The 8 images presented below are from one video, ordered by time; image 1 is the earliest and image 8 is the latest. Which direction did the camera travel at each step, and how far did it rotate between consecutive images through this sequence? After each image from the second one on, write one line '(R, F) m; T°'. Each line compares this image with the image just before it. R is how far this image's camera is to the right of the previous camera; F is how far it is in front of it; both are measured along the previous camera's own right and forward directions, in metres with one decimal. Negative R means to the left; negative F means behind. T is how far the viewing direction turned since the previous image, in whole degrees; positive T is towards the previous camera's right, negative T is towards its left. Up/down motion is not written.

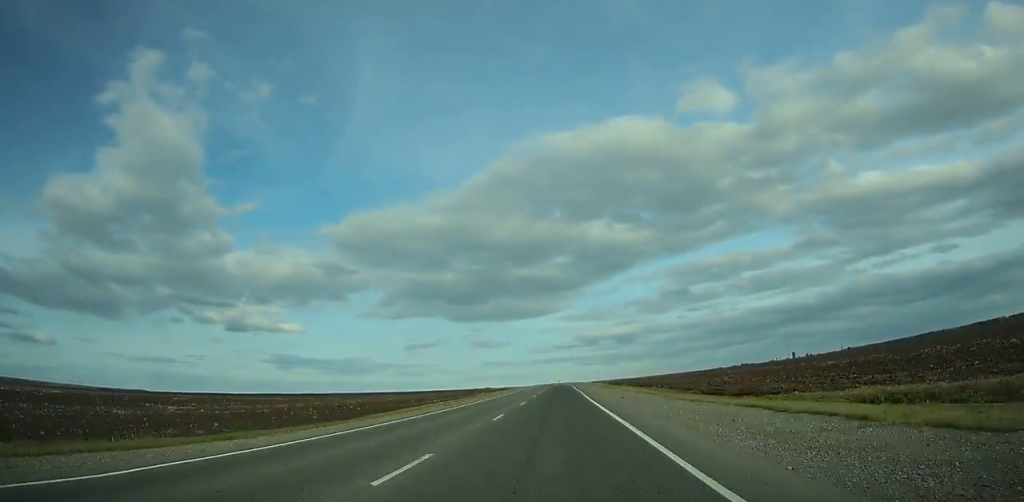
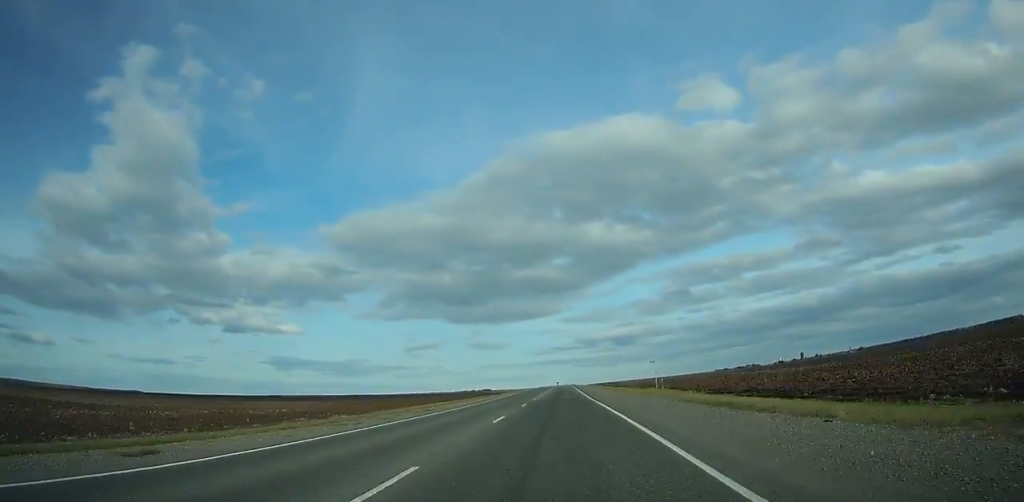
(+0.2, +78.1) m; 0°
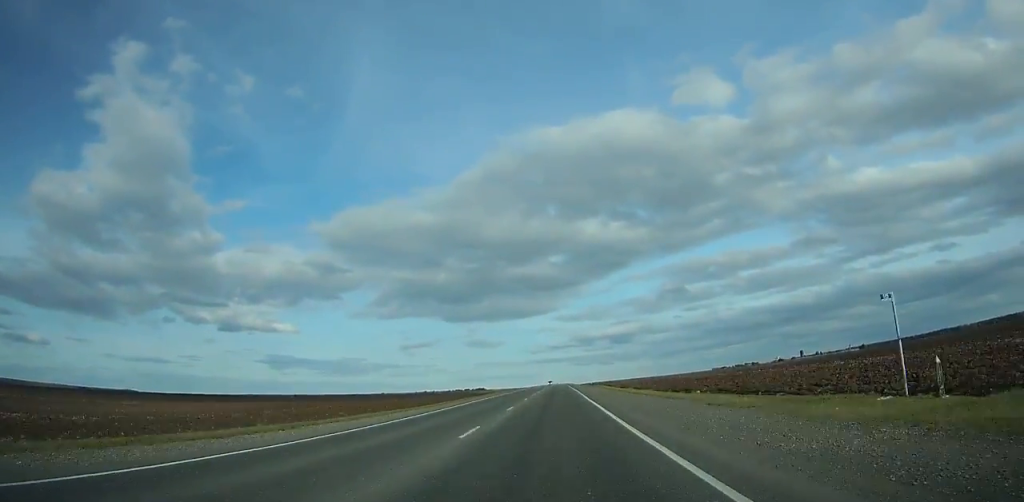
(+0.1, +40.5) m; 0°
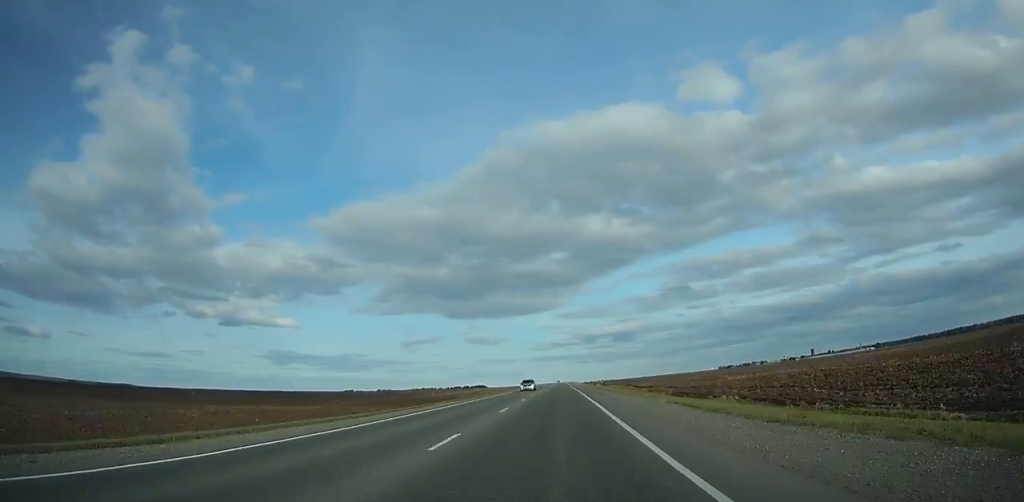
(+0.1, +75.4) m; 0°
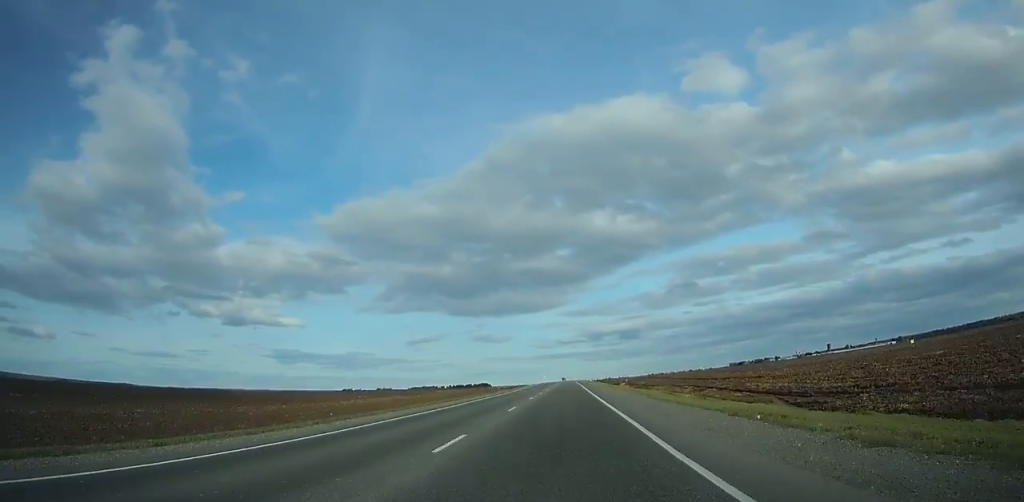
(-0.1, +84.1) m; 0°
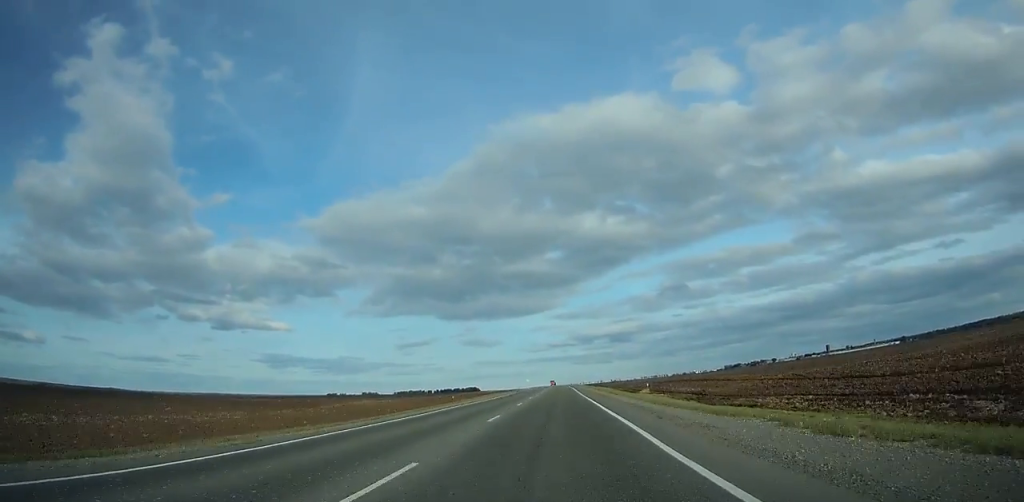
(-0.1, +64.0) m; 0°
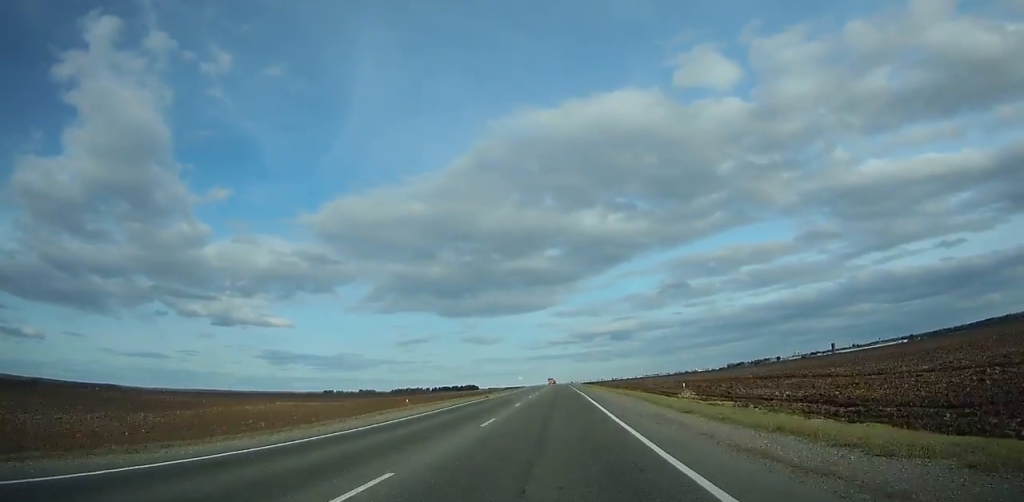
(+0.1, +38.0) m; 0°
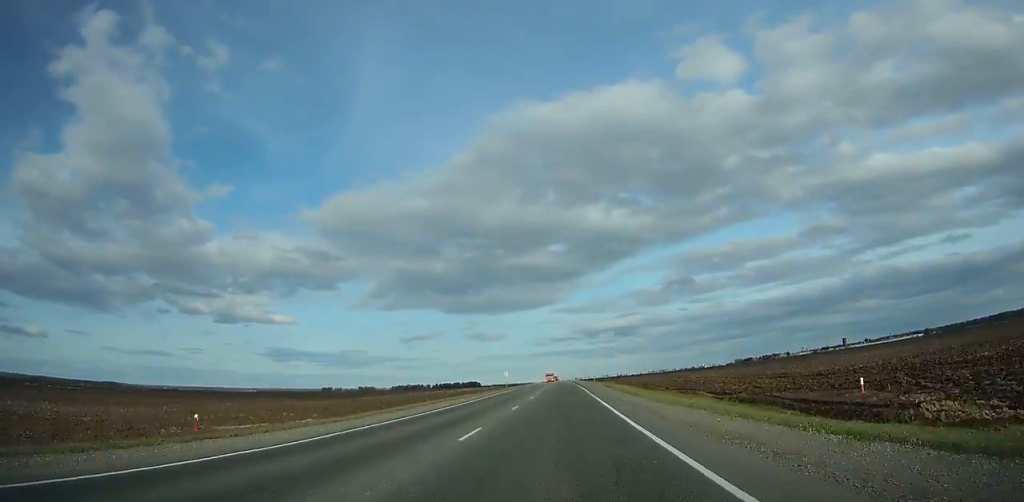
(+0.1, +52.6) m; 0°
